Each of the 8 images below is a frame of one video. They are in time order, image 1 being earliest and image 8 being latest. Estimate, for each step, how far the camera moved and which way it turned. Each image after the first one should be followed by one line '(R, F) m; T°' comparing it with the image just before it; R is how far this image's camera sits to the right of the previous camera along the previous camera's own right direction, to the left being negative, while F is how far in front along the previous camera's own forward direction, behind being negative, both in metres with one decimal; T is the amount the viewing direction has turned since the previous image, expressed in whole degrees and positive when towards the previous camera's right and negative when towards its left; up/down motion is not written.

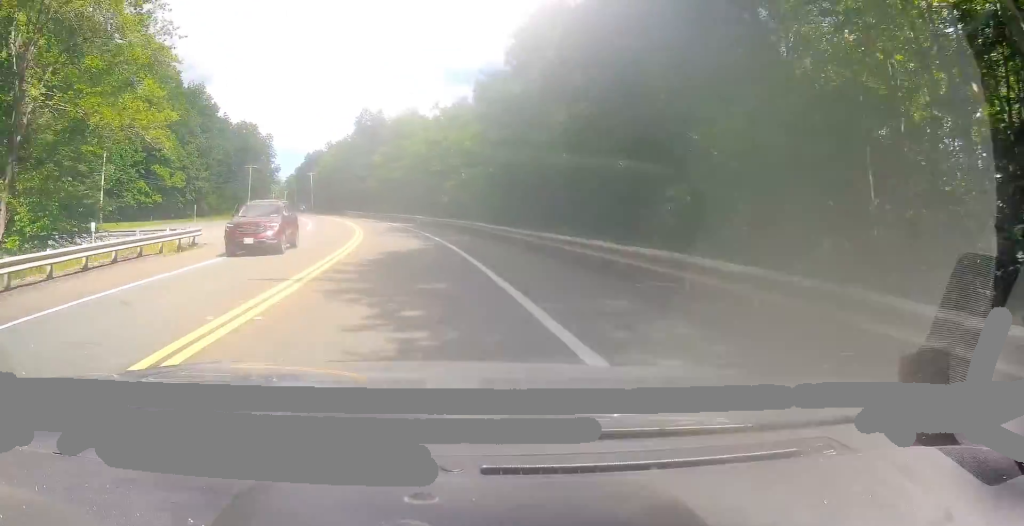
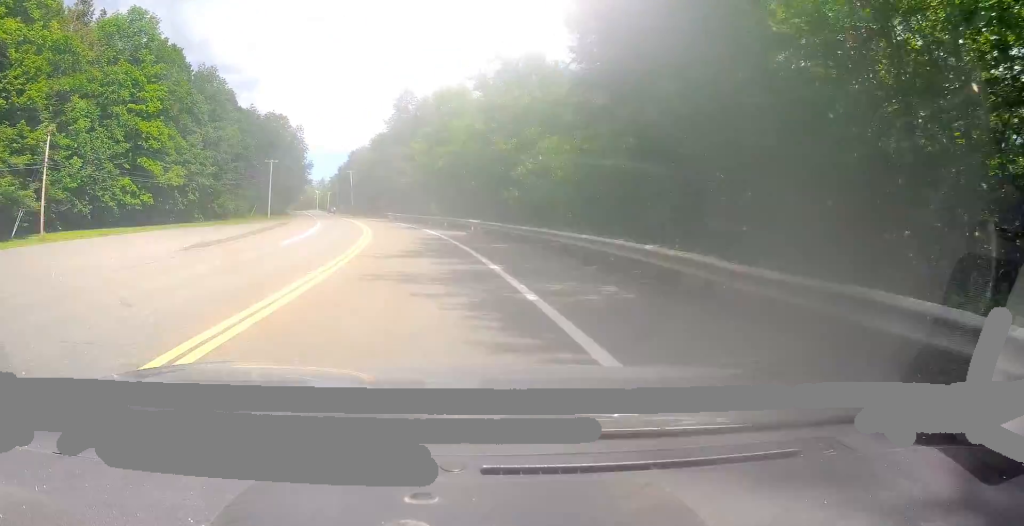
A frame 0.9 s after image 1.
(-0.7, +18.5) m; -4°
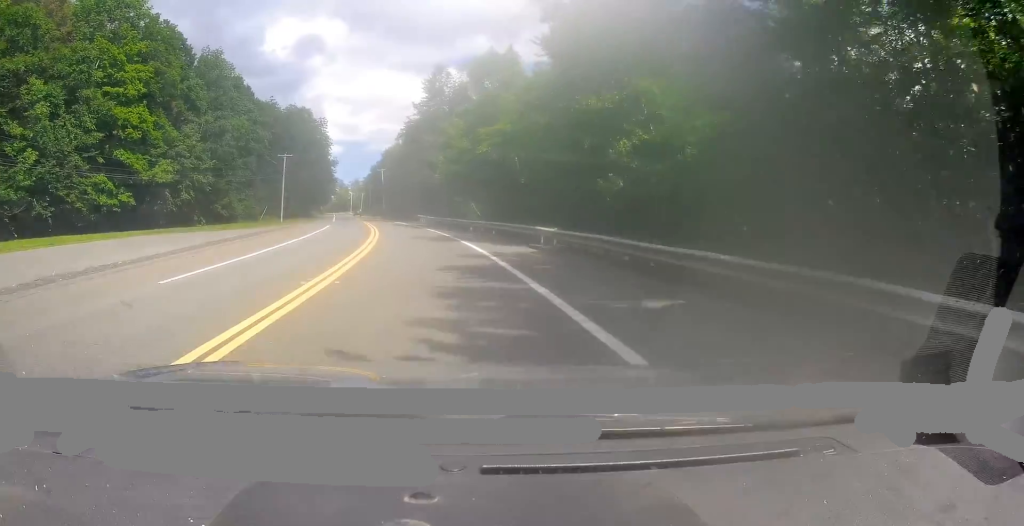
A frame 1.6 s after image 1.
(-0.4, +15.0) m; -5°
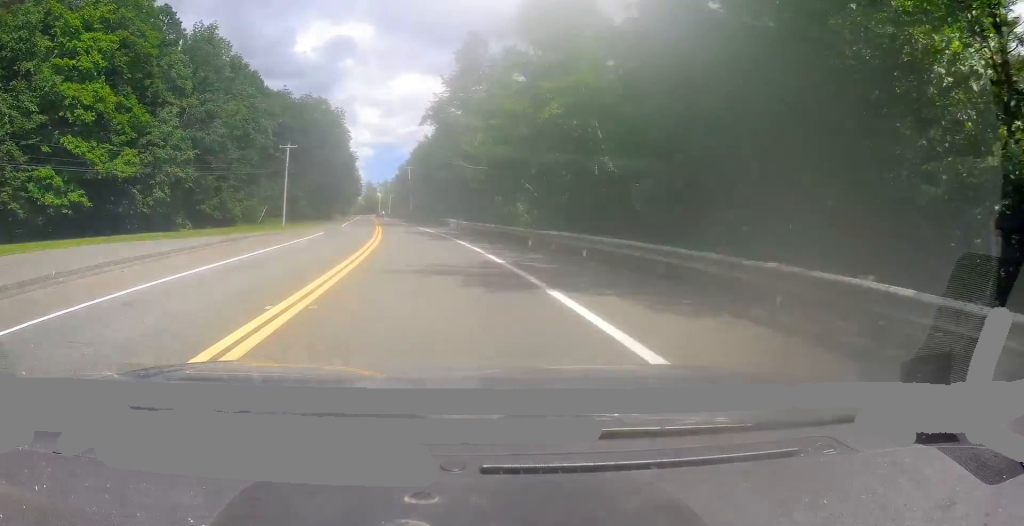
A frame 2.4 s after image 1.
(-0.8, +15.0) m; -3°
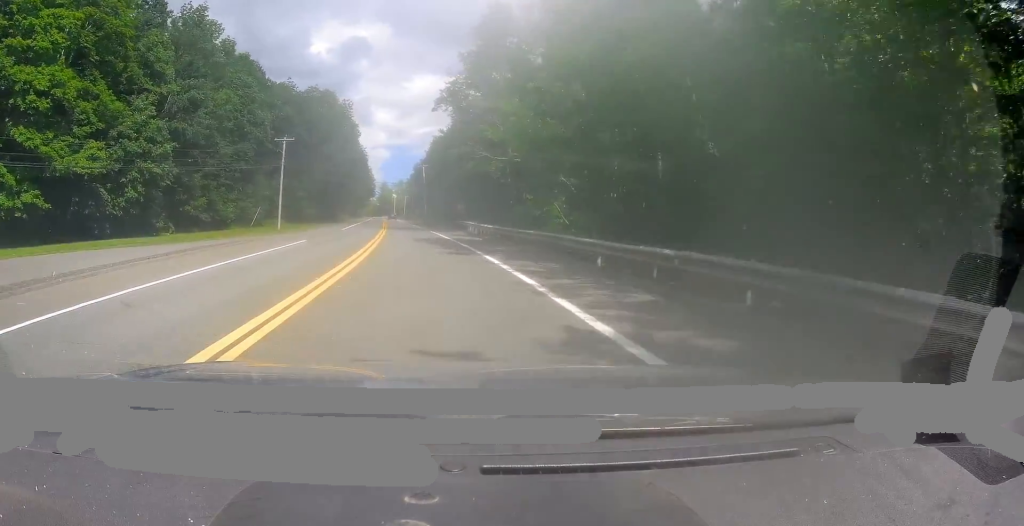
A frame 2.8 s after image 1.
(-0.5, +8.9) m; -2°
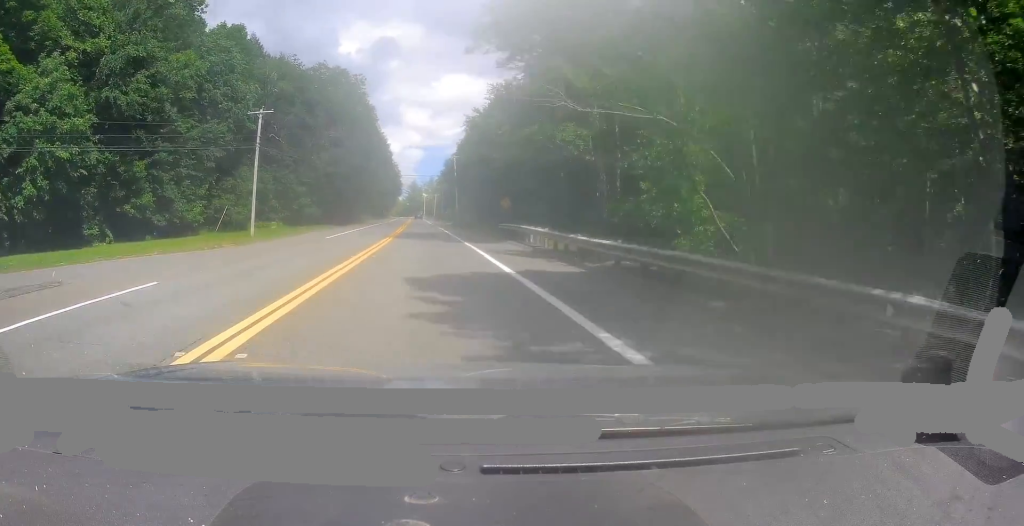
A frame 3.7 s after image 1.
(+0.3, +18.6) m; -1°
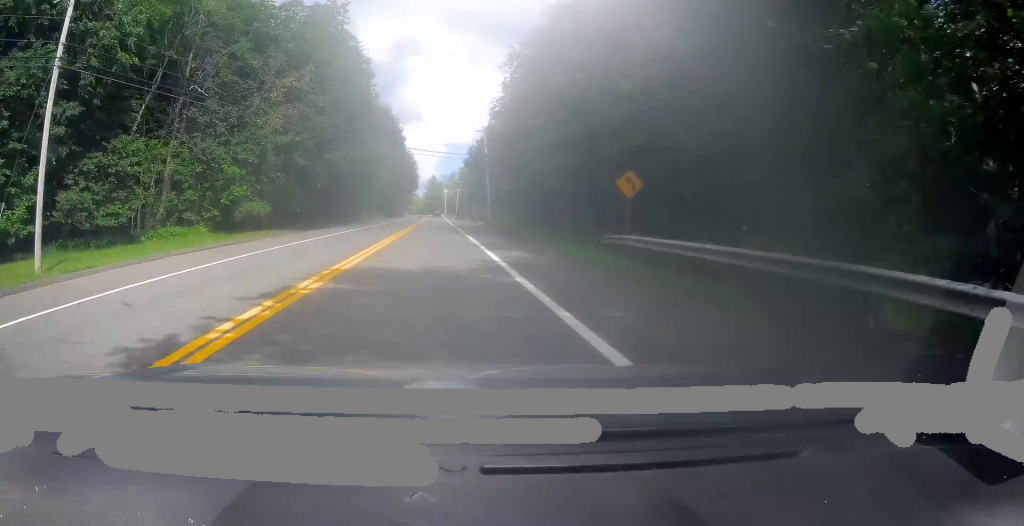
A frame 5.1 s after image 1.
(-0.7, +29.1) m; -2°
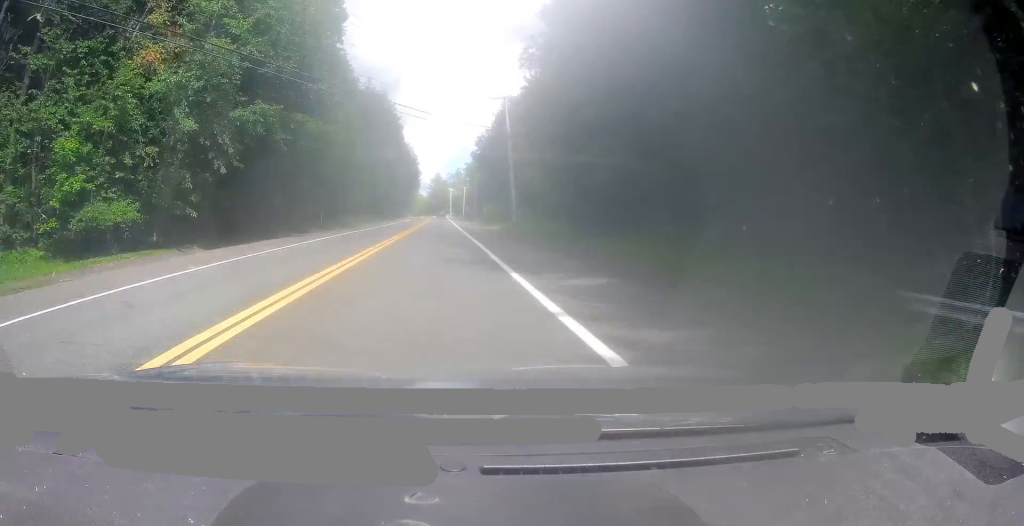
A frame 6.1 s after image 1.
(-0.1, +20.1) m; -1°
